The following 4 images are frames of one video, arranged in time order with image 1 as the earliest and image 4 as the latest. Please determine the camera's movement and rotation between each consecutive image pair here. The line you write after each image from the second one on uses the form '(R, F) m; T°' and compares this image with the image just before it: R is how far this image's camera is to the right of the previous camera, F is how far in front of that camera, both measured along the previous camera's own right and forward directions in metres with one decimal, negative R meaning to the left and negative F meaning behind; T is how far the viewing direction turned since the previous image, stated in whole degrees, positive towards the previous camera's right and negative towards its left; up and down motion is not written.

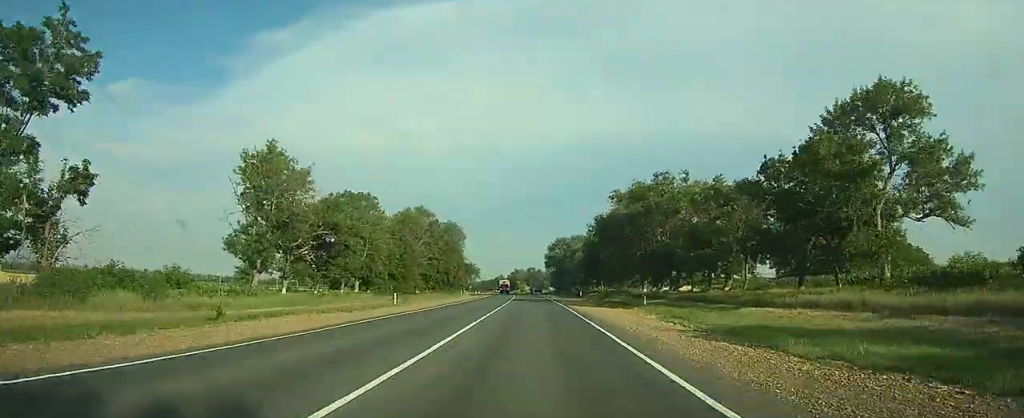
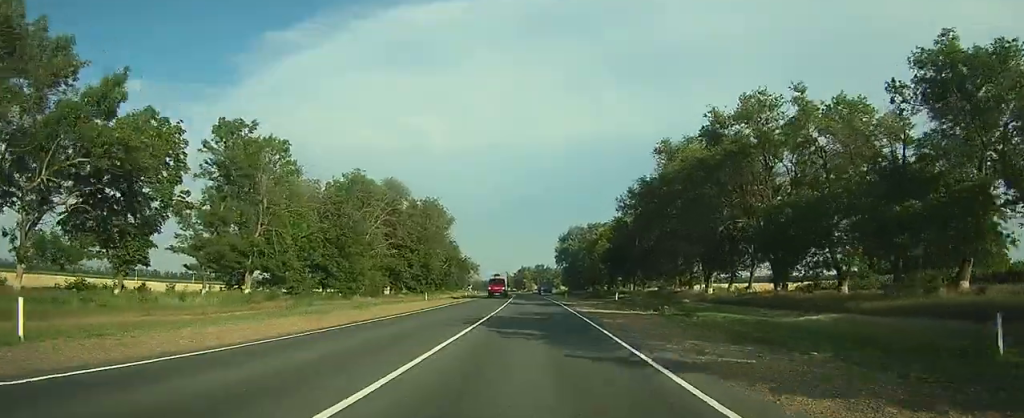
(0.0, +39.0) m; +1°
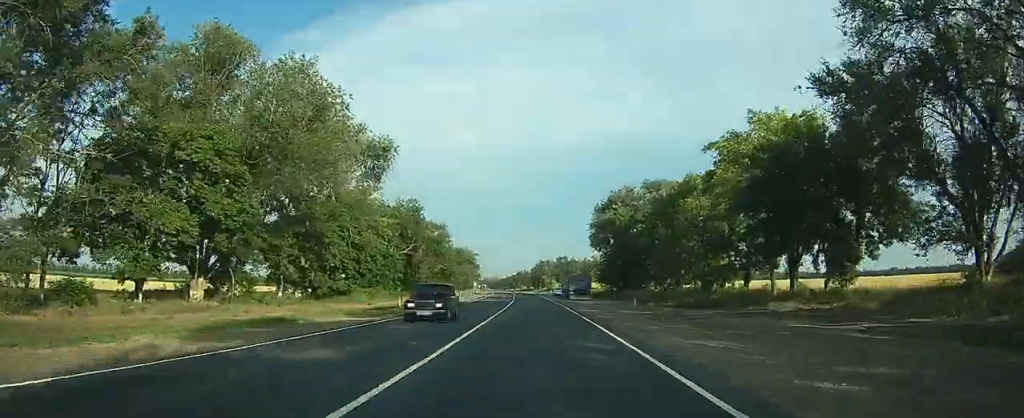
(+0.1, +65.1) m; -5°
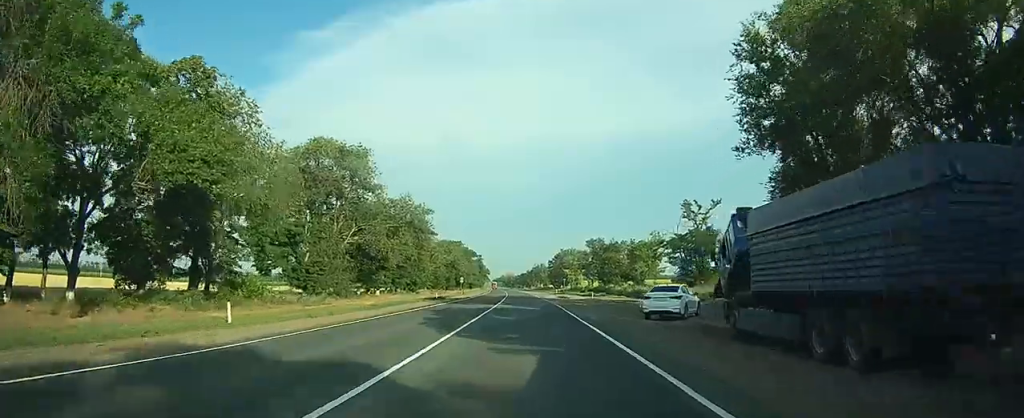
(-3.0, +70.4) m; -1°
